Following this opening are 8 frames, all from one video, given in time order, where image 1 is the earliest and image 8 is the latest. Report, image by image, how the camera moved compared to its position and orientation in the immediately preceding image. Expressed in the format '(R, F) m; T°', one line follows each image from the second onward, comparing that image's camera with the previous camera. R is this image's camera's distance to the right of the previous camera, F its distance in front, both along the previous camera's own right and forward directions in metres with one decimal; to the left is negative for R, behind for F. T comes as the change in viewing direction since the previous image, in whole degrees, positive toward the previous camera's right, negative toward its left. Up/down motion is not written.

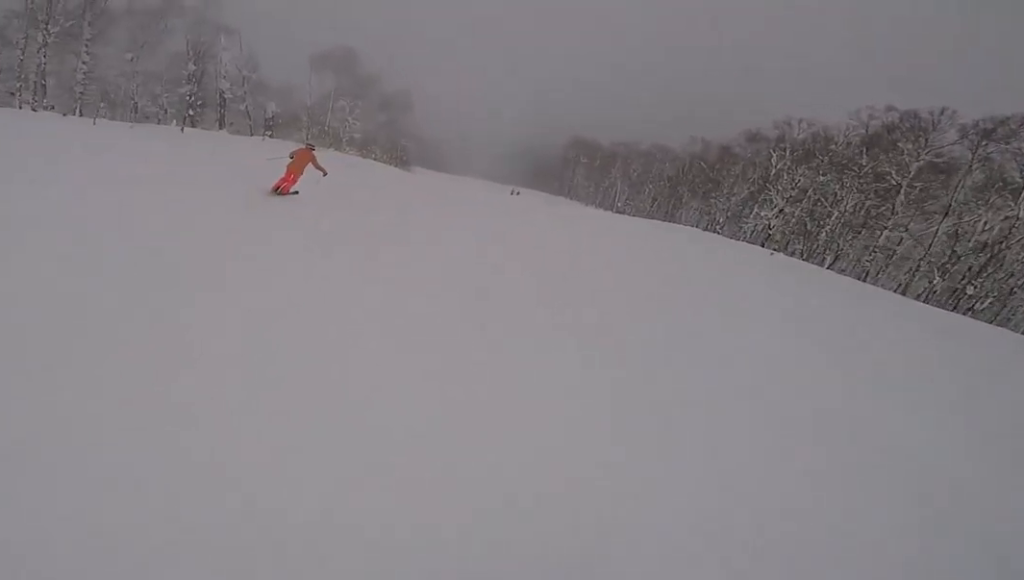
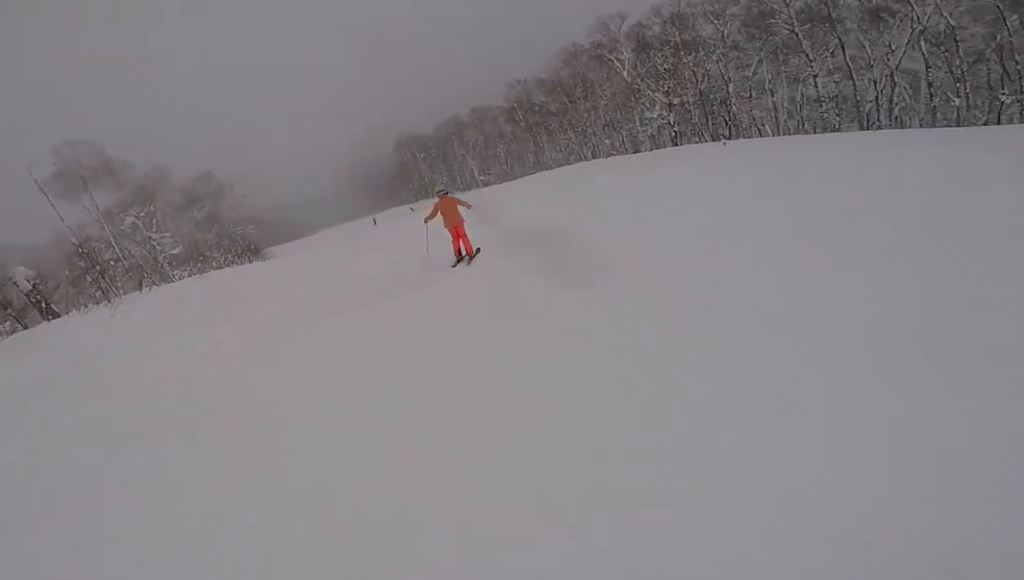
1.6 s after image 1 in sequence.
(+1.7, +13.4) m; +17°
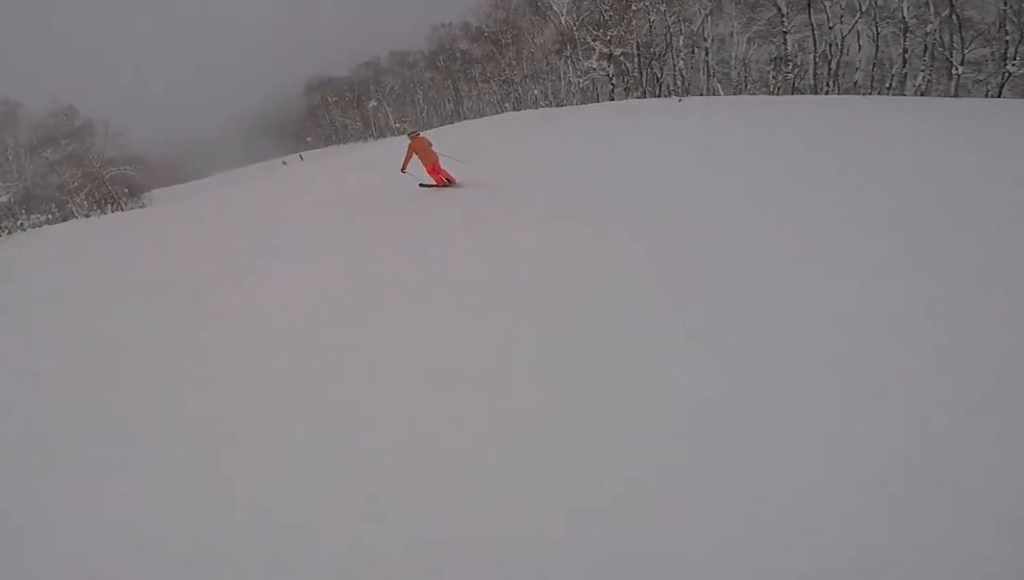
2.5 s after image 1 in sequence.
(+0.6, +6.7) m; +5°
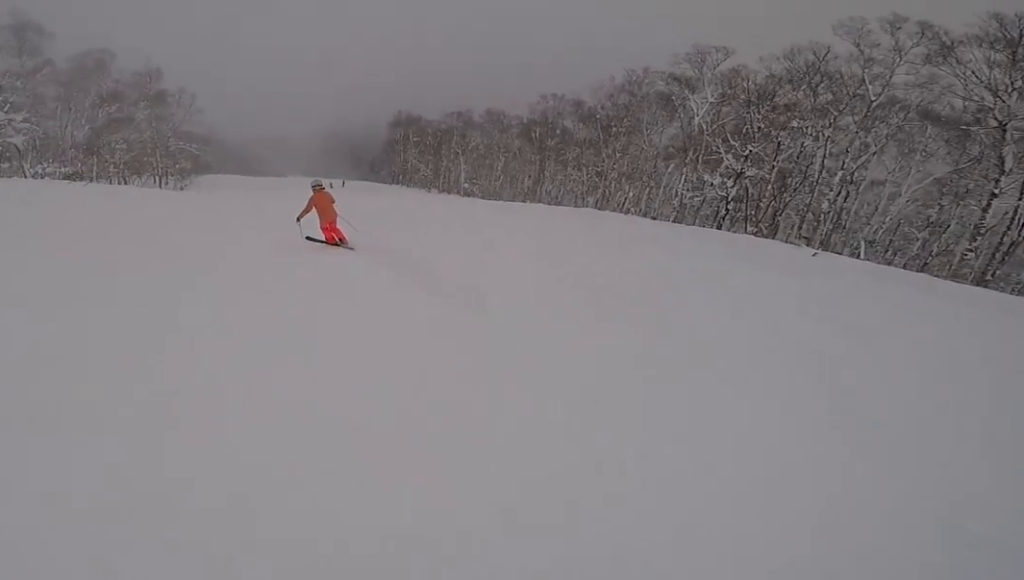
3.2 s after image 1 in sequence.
(+0.3, +5.9) m; -5°
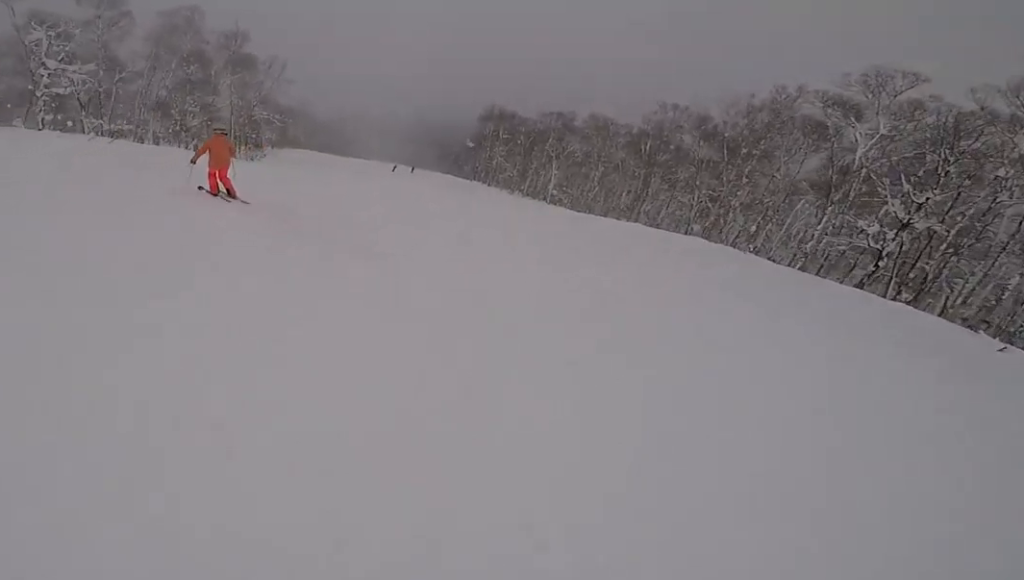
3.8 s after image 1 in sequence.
(-0.4, +3.9) m; -16°
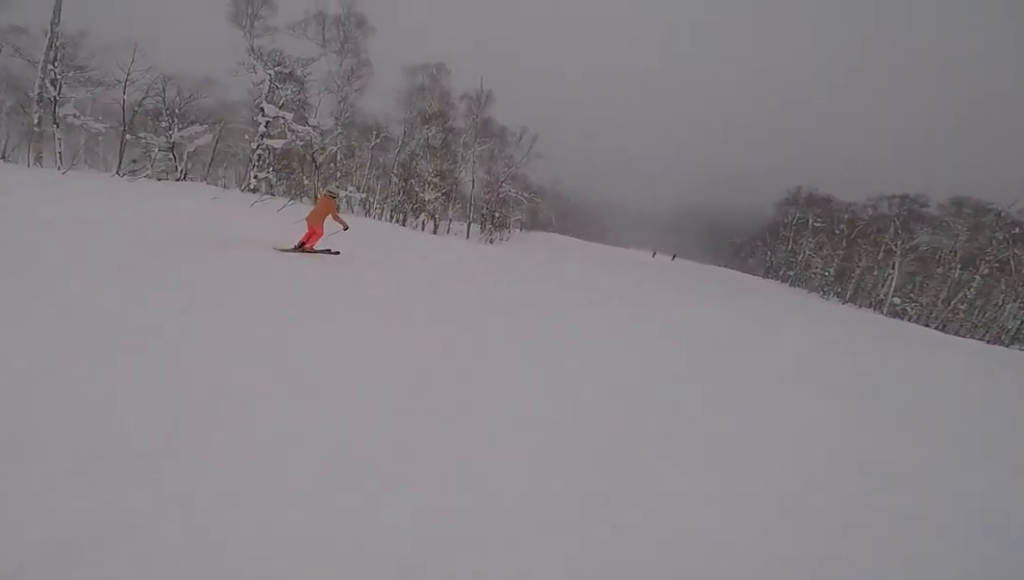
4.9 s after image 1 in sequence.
(-2.6, +7.7) m; -14°
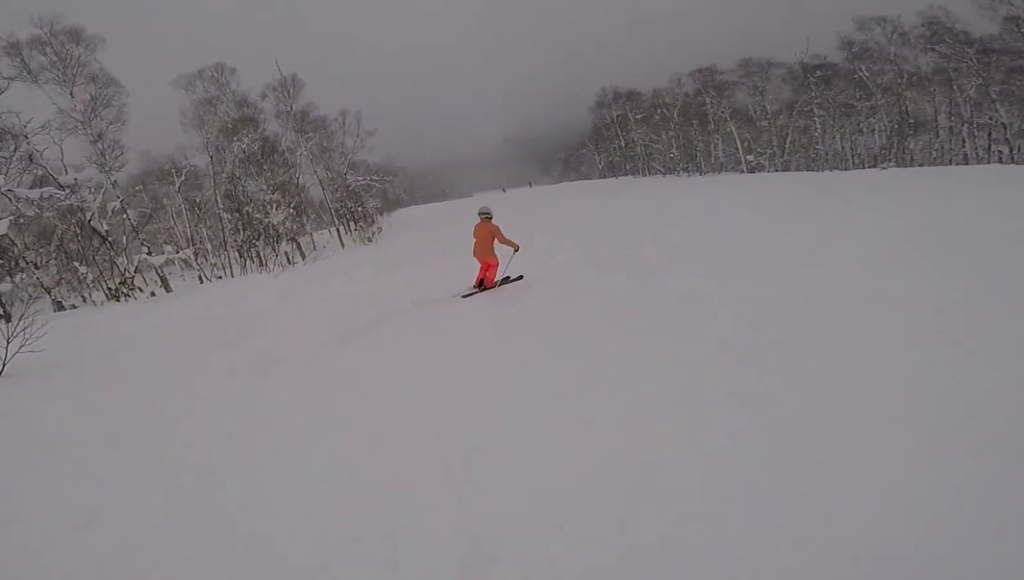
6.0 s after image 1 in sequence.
(+1.3, +7.2) m; +23°
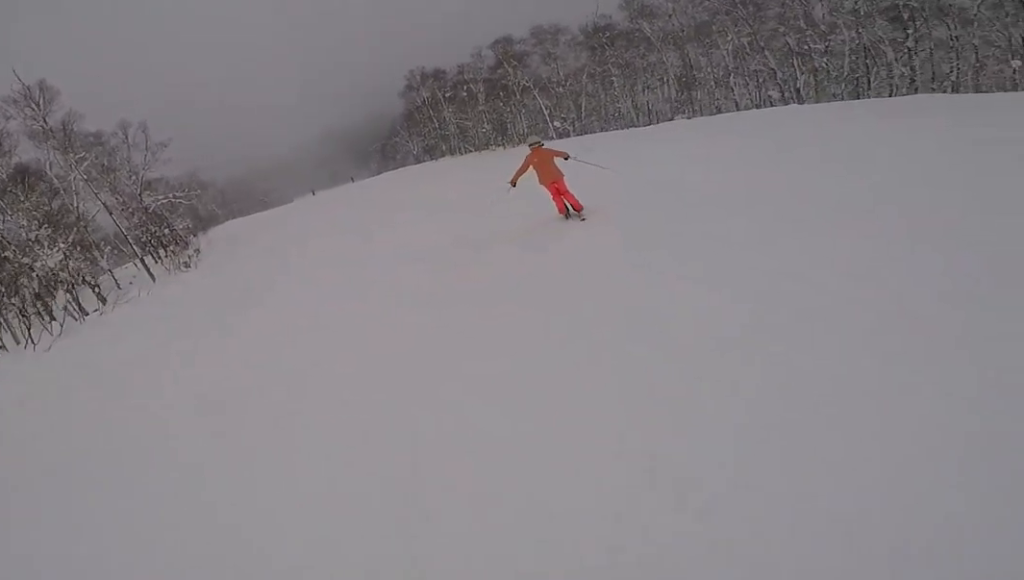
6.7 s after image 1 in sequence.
(+0.7, +4.6) m; +8°
